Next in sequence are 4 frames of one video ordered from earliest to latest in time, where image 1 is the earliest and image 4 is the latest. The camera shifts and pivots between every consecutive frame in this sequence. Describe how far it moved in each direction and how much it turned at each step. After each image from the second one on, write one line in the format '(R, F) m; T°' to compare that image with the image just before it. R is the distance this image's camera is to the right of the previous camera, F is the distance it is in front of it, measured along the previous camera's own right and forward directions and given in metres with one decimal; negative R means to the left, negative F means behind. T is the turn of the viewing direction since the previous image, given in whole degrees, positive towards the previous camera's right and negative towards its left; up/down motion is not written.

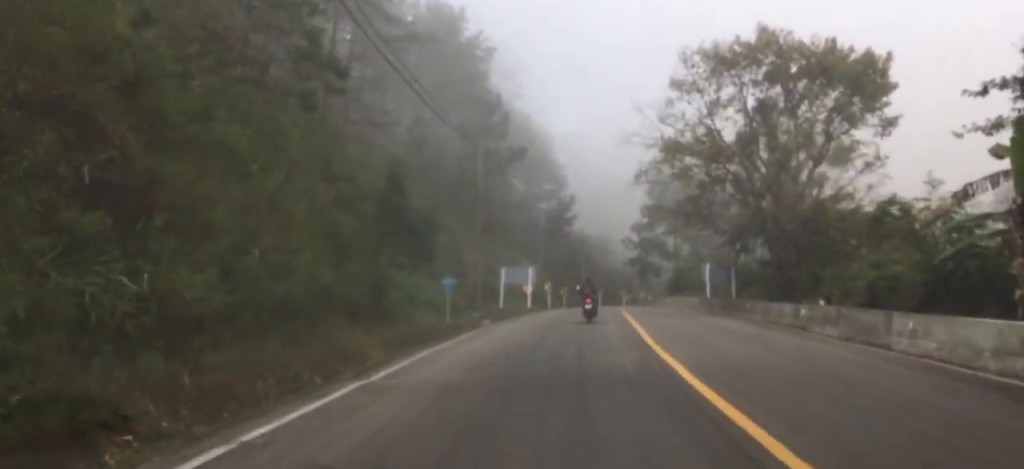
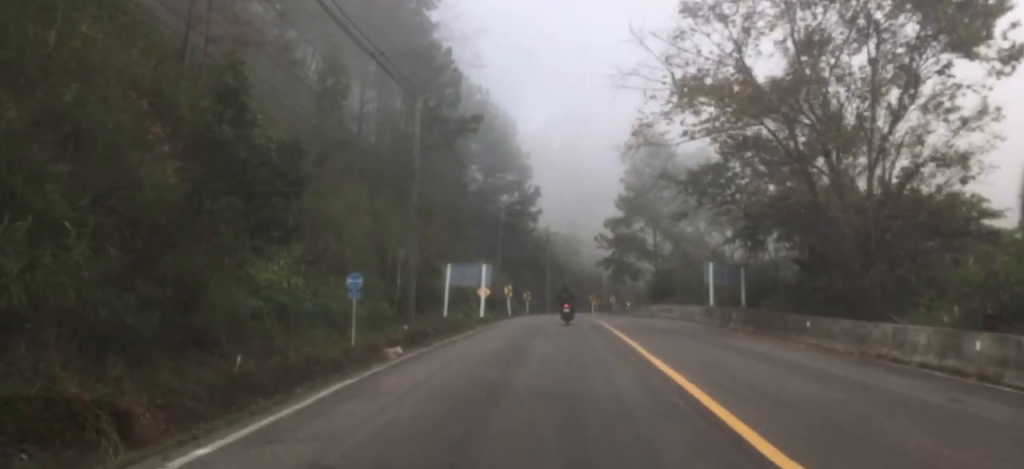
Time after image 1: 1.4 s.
(-0.2, +11.4) m; +2°
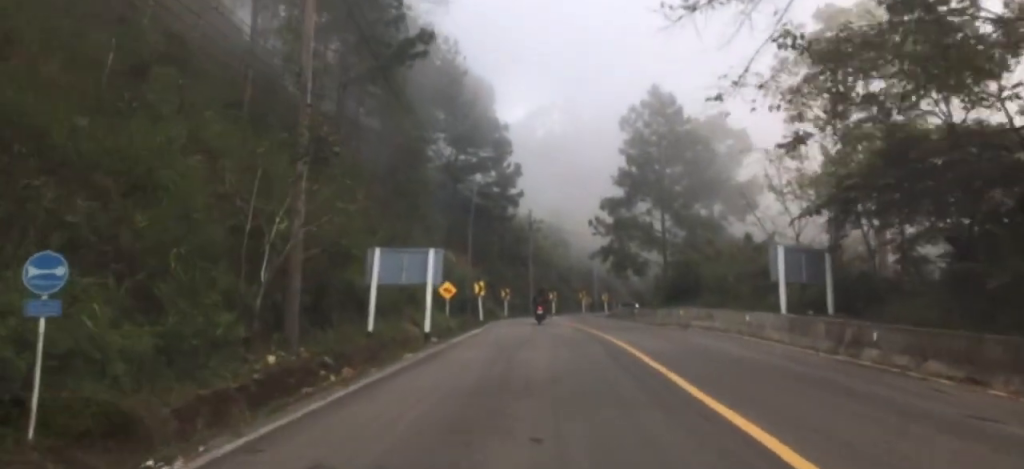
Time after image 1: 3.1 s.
(+0.8, +14.0) m; +4°
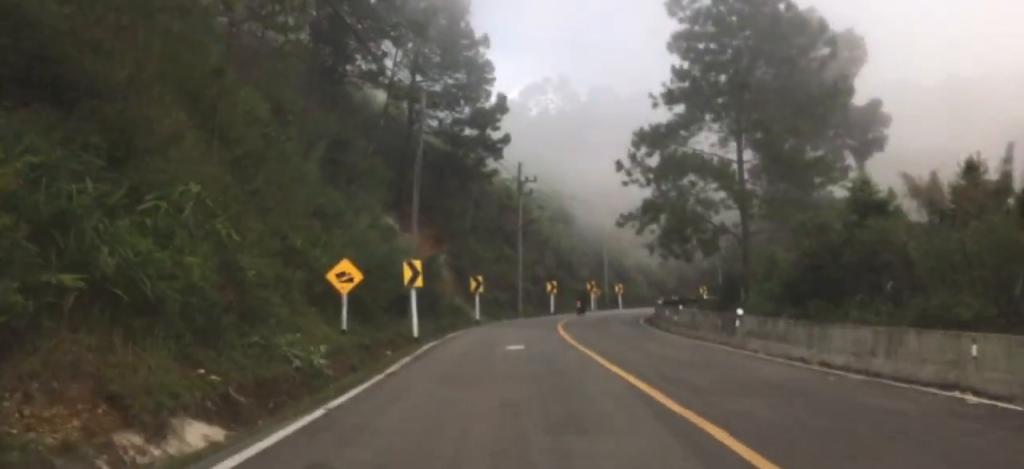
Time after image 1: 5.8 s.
(+0.1, +23.6) m; -1°
